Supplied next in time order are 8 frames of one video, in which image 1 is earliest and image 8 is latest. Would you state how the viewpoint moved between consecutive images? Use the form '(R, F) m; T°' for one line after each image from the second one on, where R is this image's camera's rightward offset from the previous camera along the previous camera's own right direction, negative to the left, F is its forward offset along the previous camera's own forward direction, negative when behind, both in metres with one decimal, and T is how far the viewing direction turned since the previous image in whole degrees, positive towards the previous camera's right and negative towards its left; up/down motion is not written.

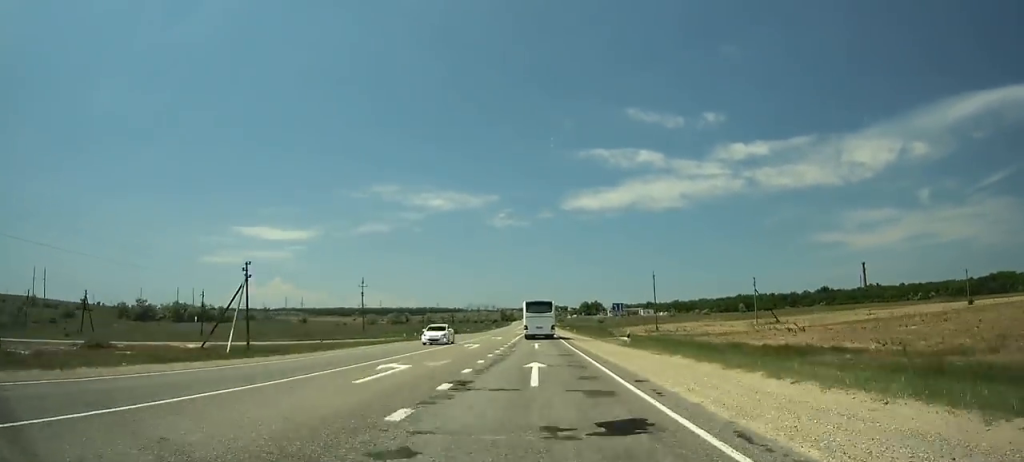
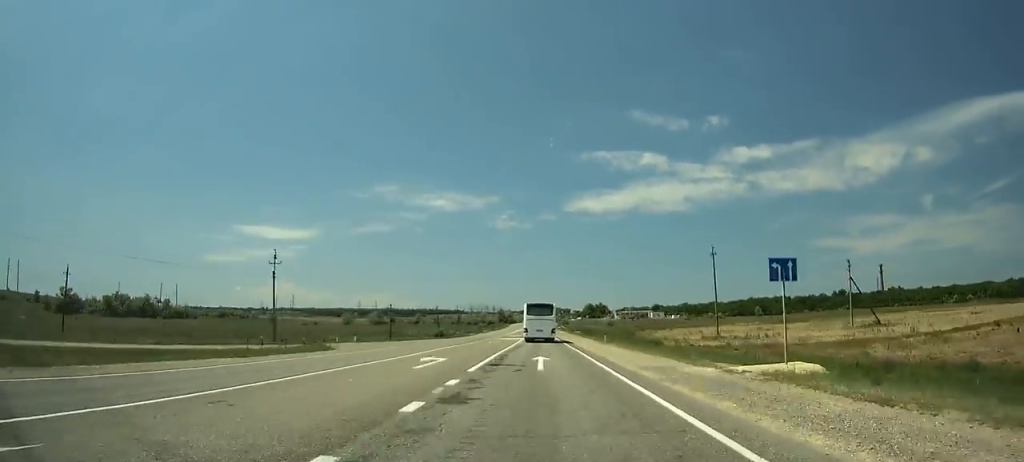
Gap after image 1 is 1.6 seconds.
(-0.1, +35.7) m; 0°
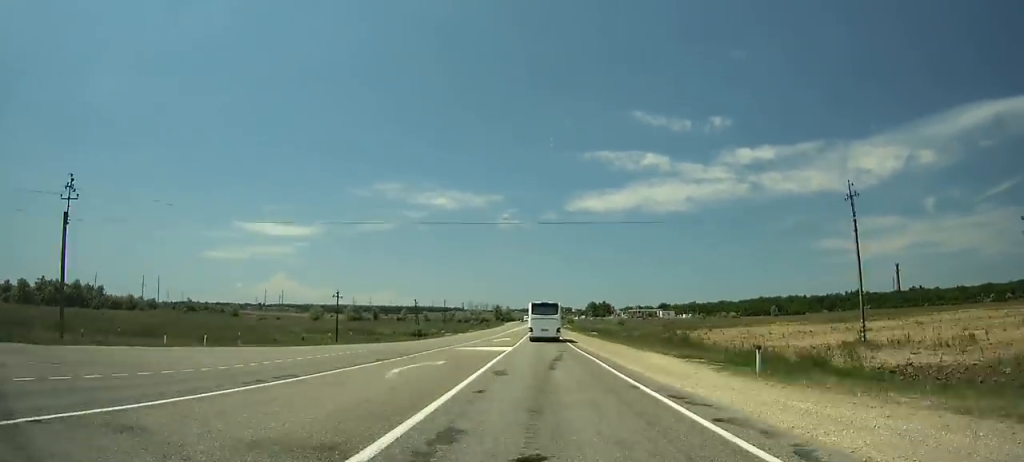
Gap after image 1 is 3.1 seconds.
(-0.1, +33.3) m; 0°
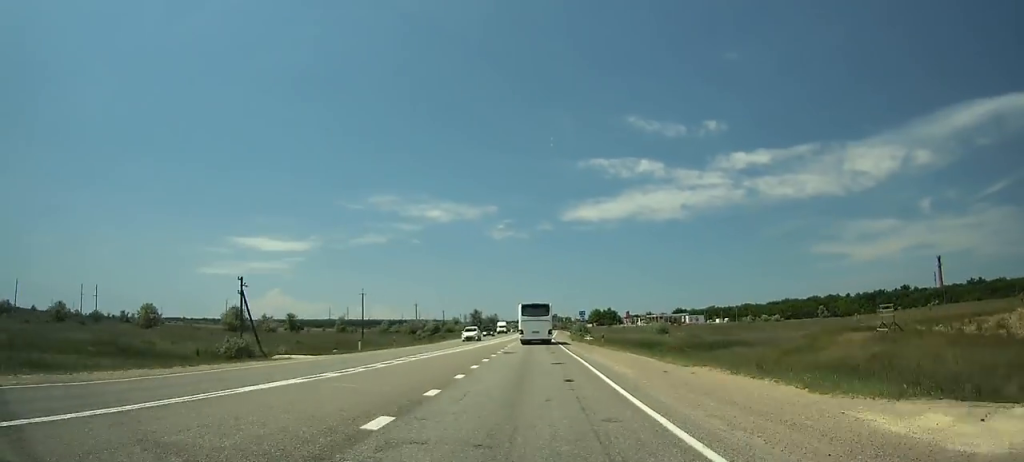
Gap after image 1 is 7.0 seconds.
(+0.3, +86.1) m; 0°
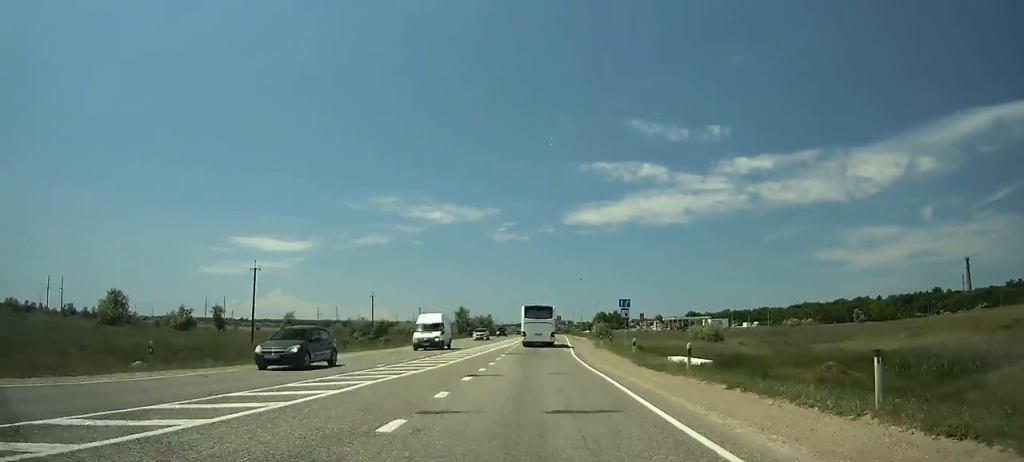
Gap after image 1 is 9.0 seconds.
(-0.2, +43.4) m; 0°
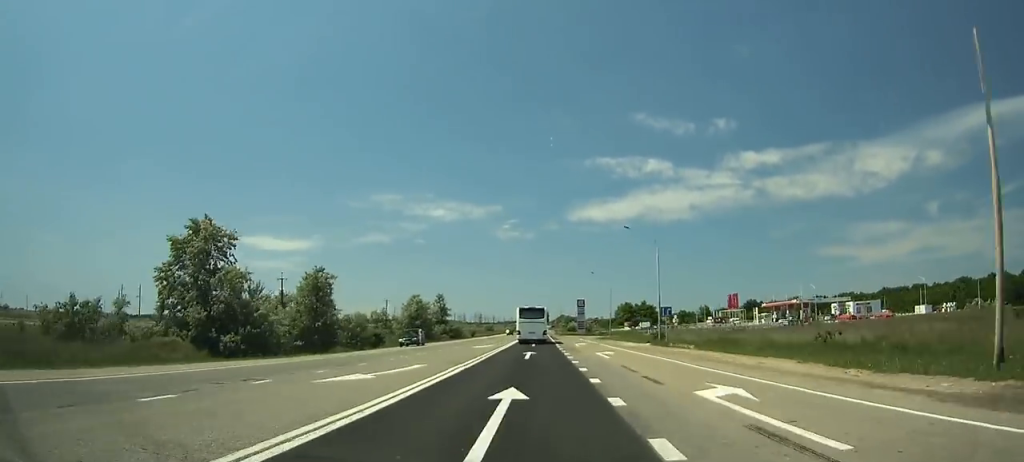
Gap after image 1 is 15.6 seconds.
(-0.1, +140.9) m; -1°
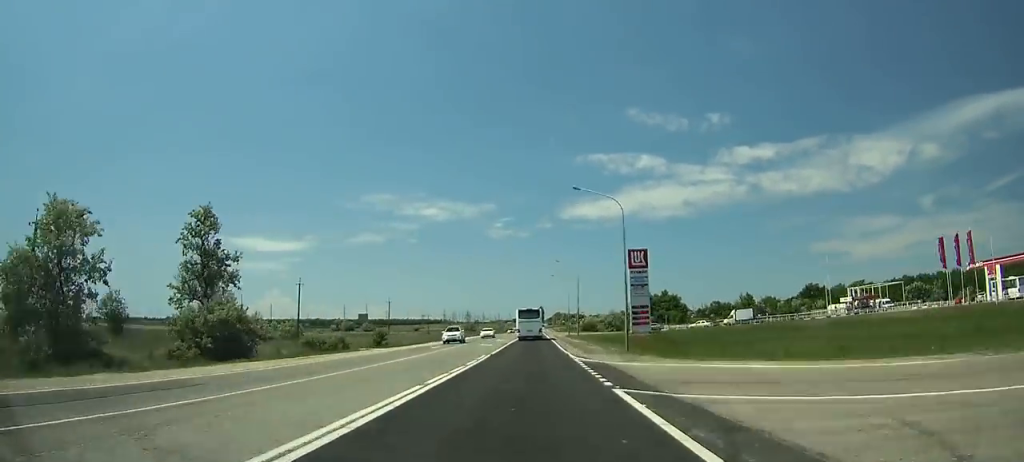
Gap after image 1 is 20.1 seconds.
(+0.2, +95.1) m; 0°
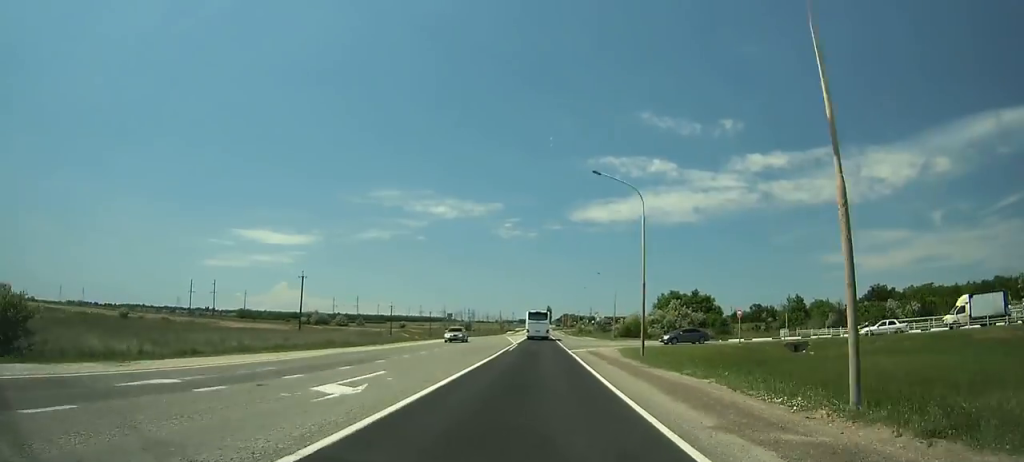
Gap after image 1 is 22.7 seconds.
(+0.1, +55.1) m; 0°
